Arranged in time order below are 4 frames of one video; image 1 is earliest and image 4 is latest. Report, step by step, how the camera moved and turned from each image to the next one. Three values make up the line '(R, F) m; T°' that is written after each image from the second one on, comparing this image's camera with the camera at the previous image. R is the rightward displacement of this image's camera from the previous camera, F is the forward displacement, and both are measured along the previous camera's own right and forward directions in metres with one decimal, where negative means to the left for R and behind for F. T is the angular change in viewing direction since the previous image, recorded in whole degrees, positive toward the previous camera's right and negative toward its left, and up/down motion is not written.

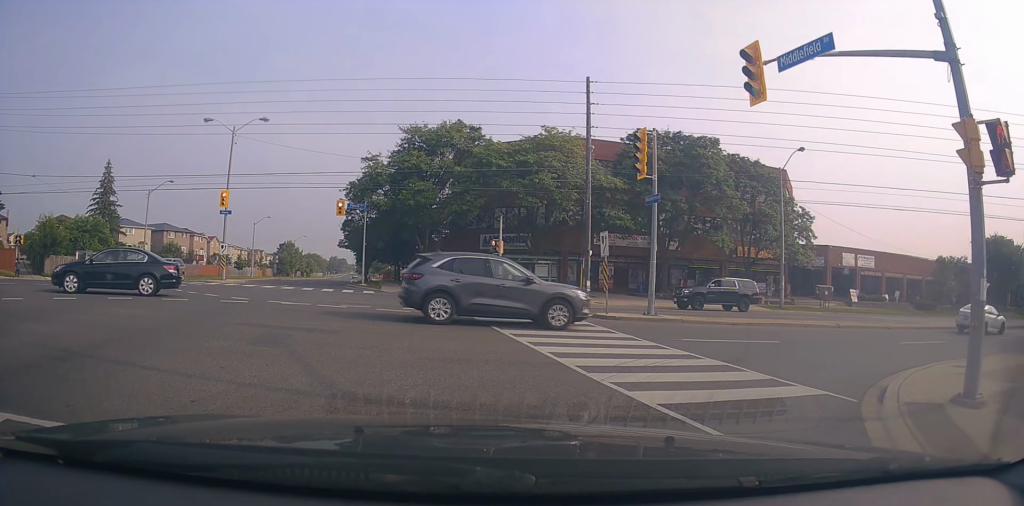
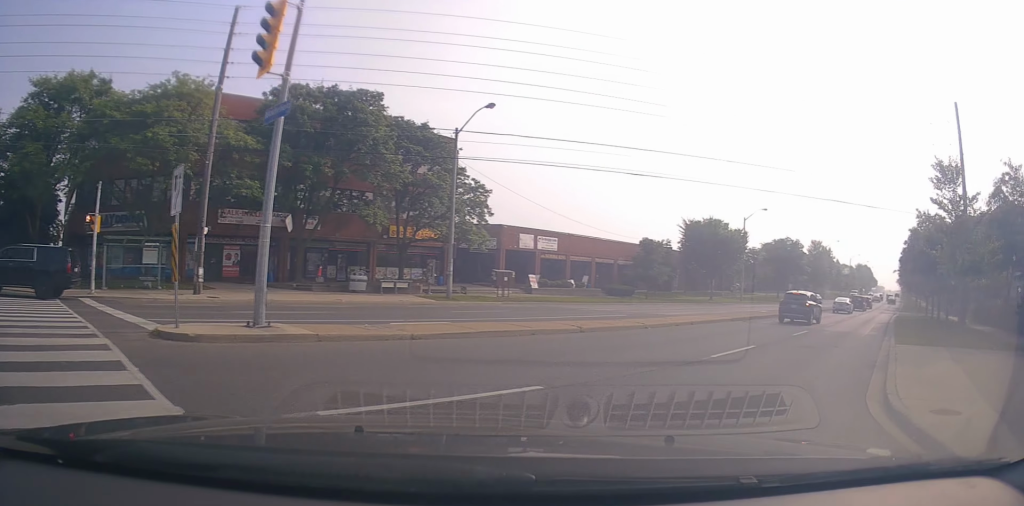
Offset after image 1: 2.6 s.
(+2.7, +7.0) m; +38°
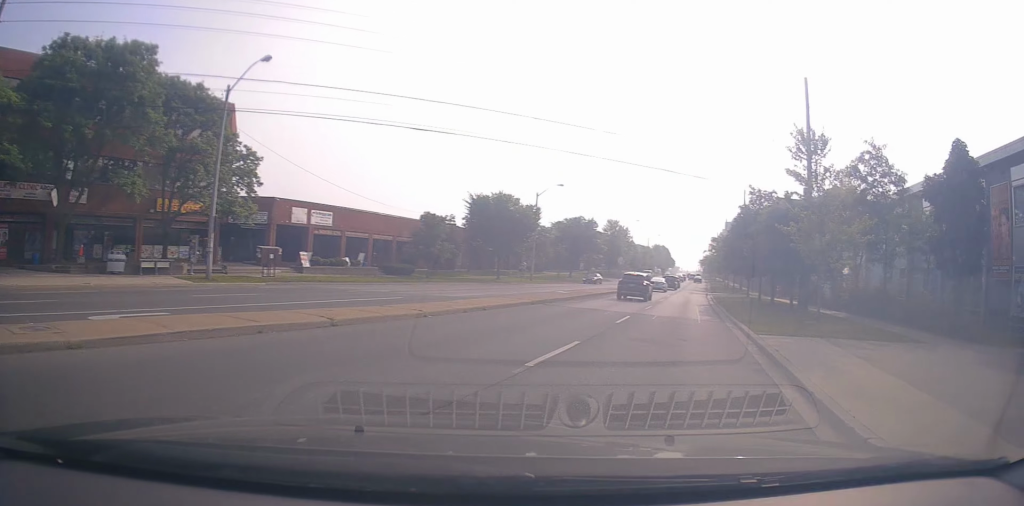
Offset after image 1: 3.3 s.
(0.0, +4.0) m; +19°
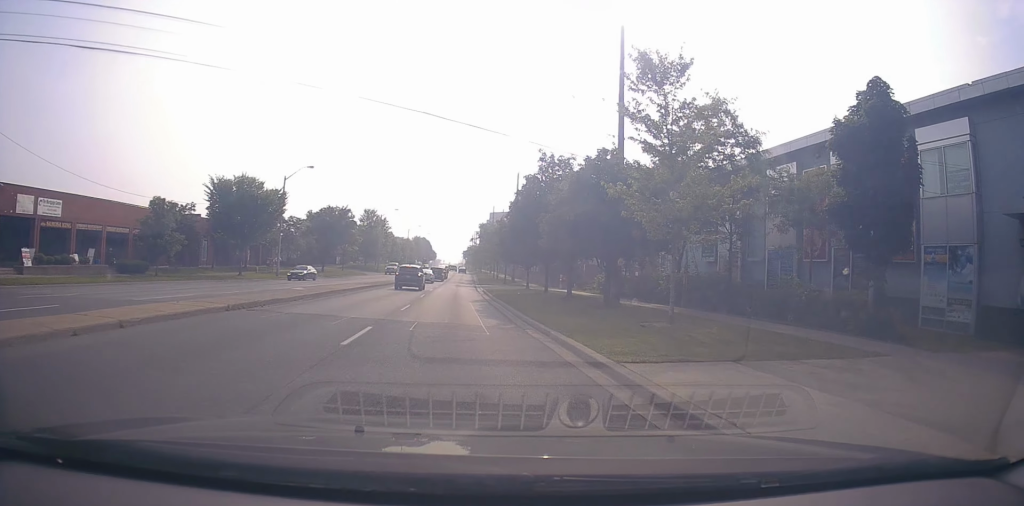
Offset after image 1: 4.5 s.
(+2.2, +7.6) m; +17°
